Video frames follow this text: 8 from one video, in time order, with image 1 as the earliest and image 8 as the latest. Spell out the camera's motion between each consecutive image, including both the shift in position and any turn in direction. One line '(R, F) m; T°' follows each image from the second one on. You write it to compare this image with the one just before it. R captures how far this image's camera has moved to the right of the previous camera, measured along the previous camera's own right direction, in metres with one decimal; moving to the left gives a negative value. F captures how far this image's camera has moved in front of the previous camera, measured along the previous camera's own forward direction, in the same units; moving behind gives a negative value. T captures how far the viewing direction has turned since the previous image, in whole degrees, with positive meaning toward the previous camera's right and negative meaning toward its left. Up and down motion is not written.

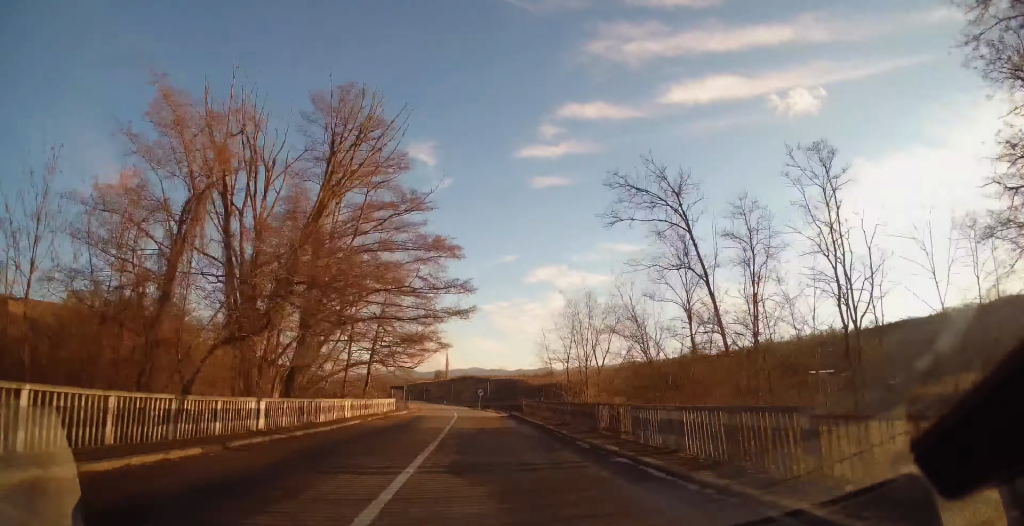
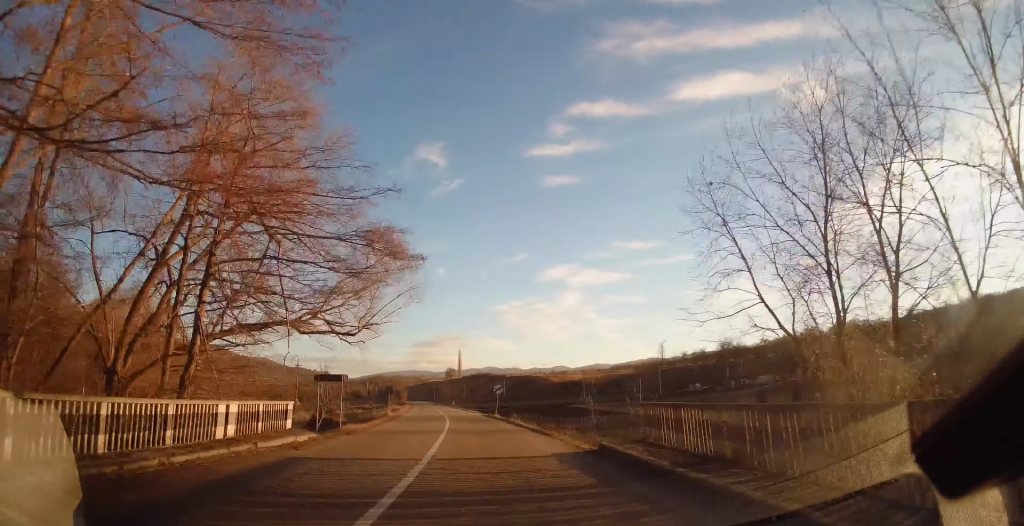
(-0.3, +27.5) m; -2°
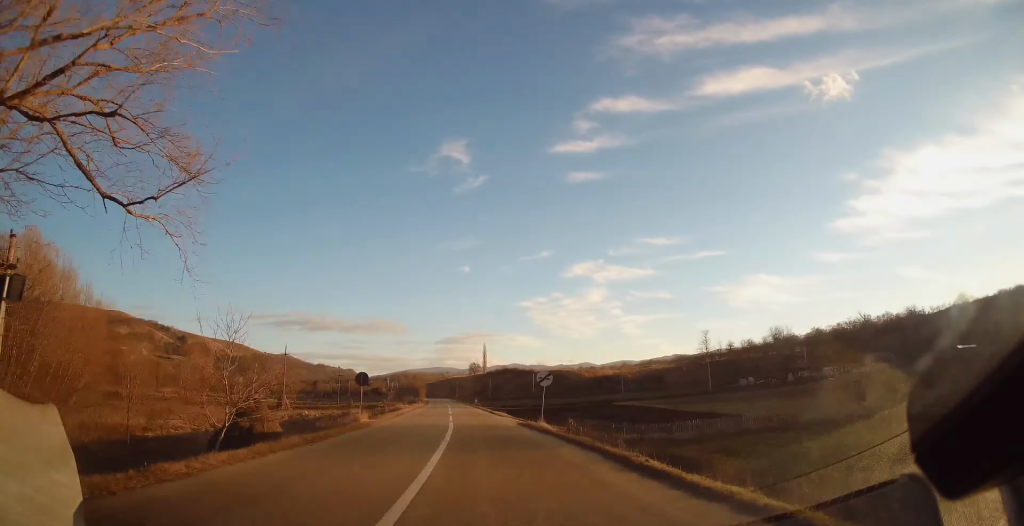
(-0.4, +20.4) m; -2°
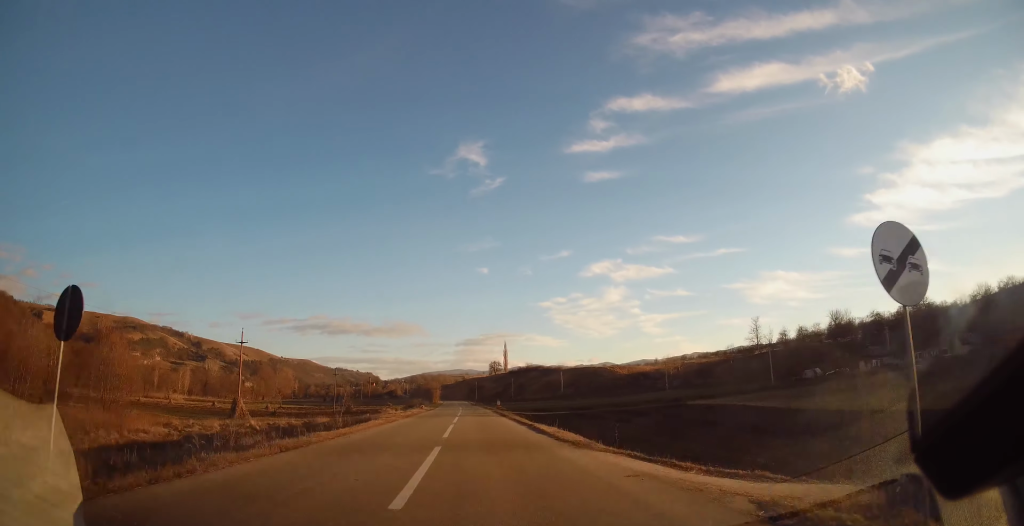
(-0.4, +24.0) m; -2°
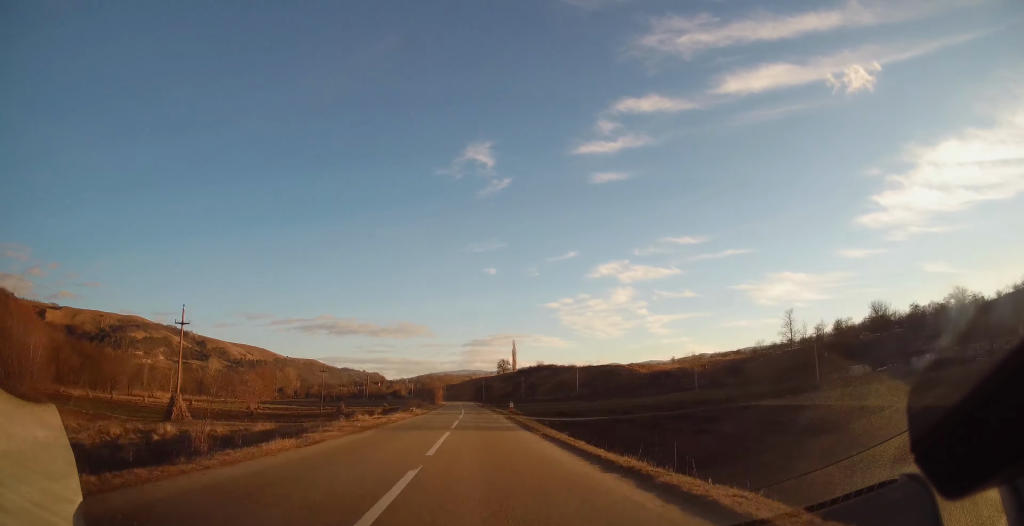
(-0.1, +15.7) m; -1°
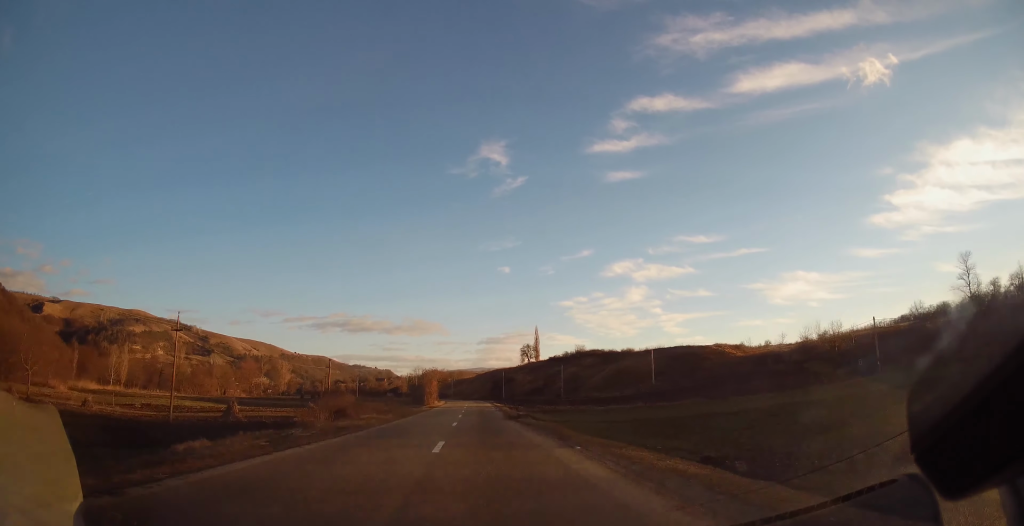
(-0.1, +61.1) m; 0°
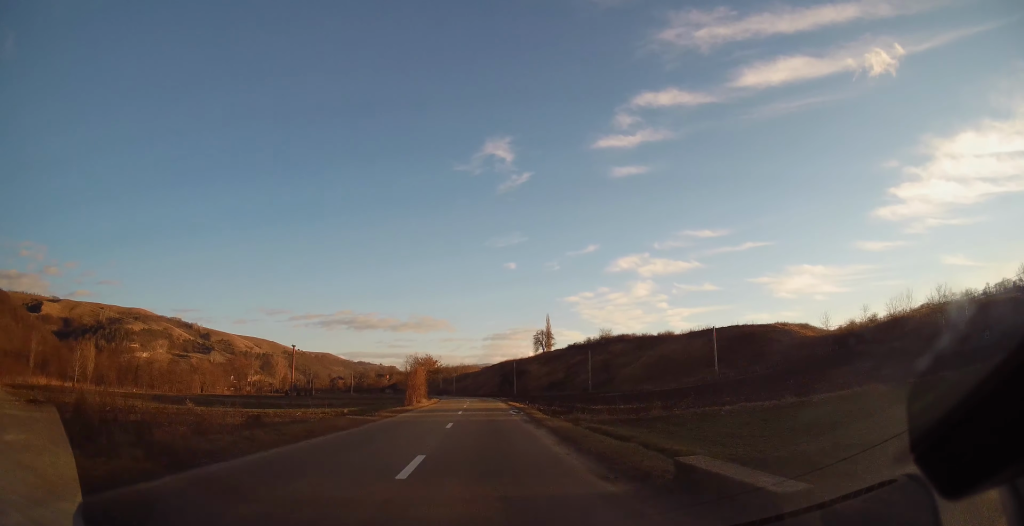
(-0.4, +27.4) m; -1°
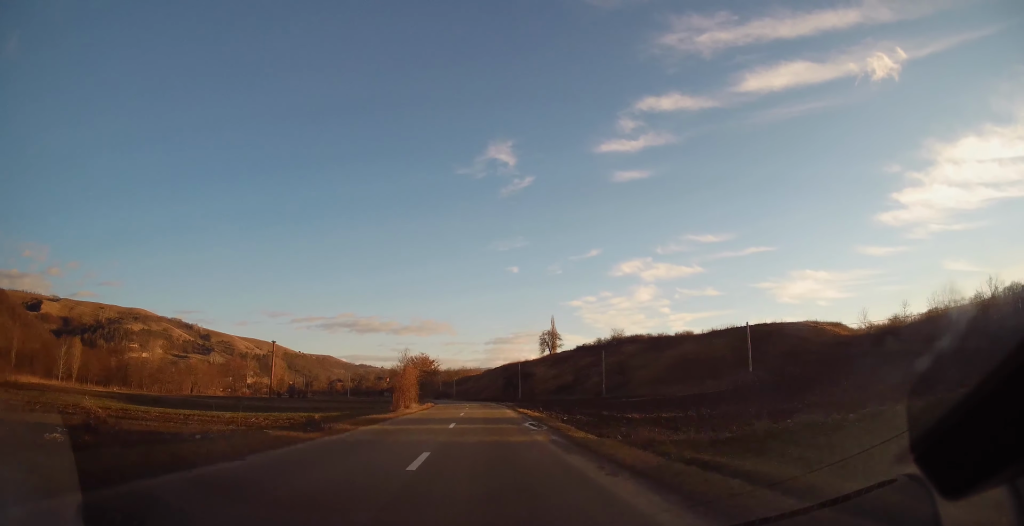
(-0.2, +10.3) m; 0°
